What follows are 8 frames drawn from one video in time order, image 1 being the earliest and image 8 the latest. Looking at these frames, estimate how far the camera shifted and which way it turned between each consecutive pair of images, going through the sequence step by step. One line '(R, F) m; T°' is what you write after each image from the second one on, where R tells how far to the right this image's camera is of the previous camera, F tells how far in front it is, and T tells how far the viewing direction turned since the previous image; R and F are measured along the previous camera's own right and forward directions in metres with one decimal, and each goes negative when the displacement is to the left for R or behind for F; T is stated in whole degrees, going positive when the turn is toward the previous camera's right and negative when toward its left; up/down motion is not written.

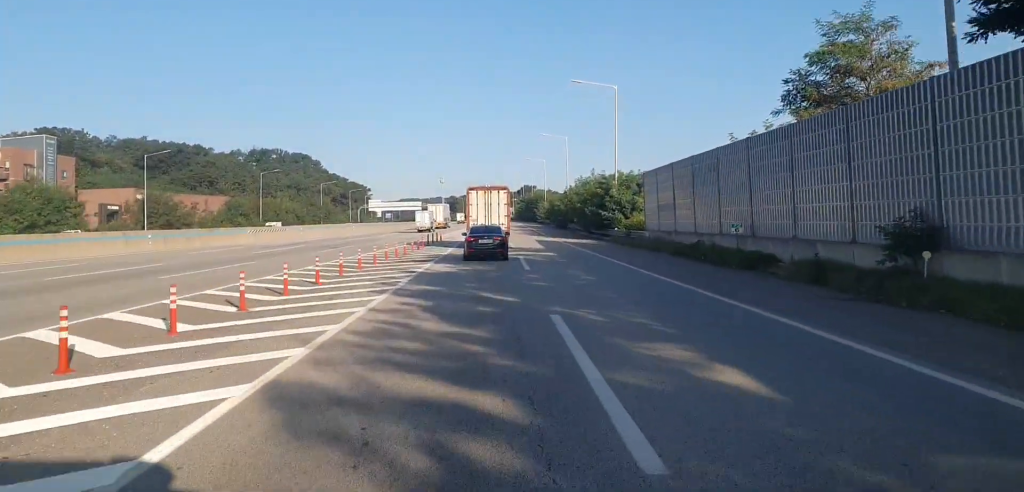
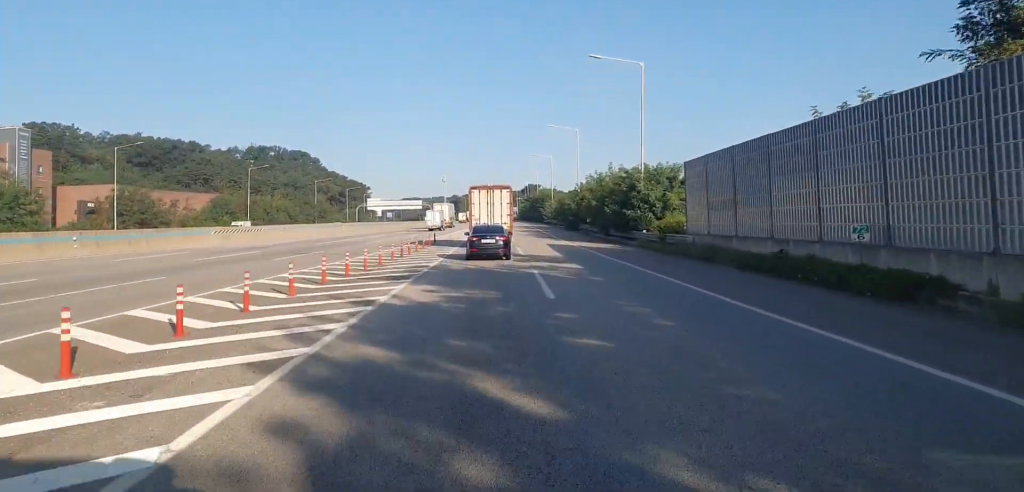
(-0.3, +9.5) m; 0°
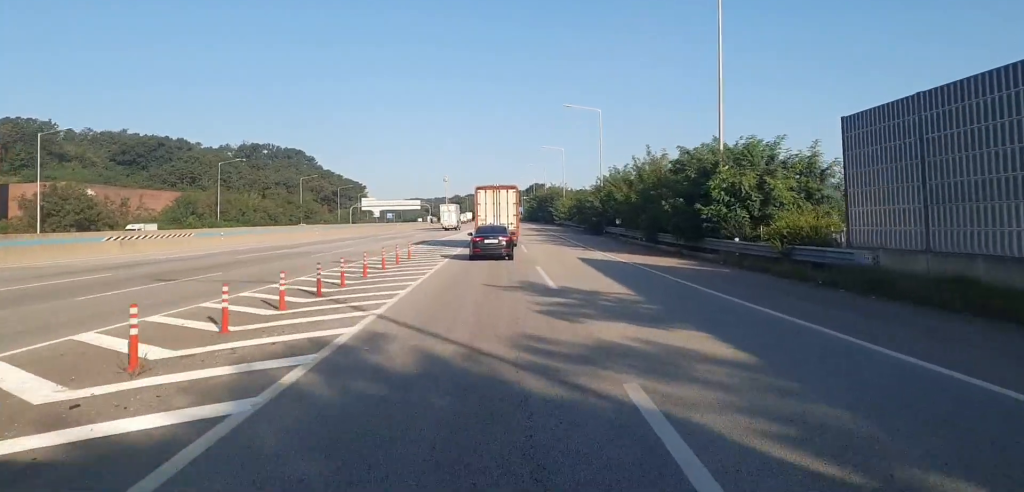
(+0.6, +17.2) m; +1°
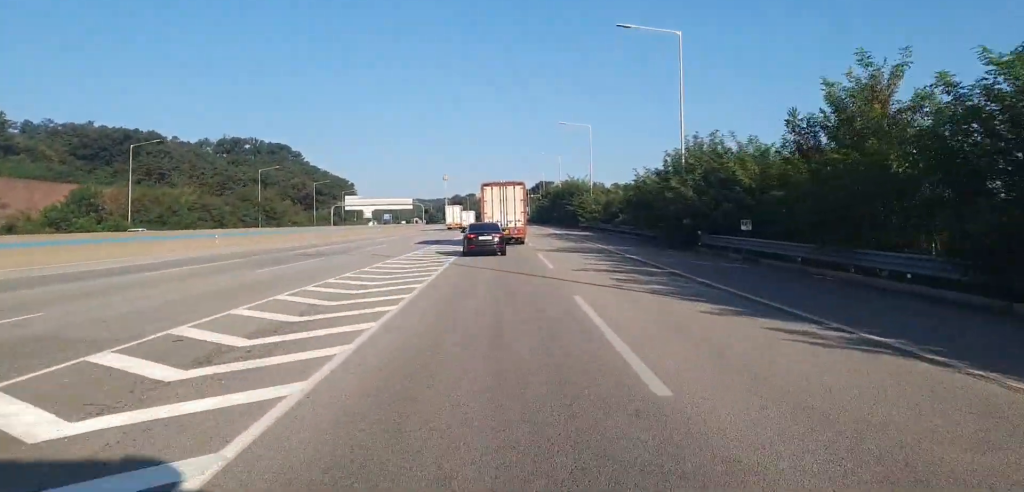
(0.0, +31.6) m; -1°
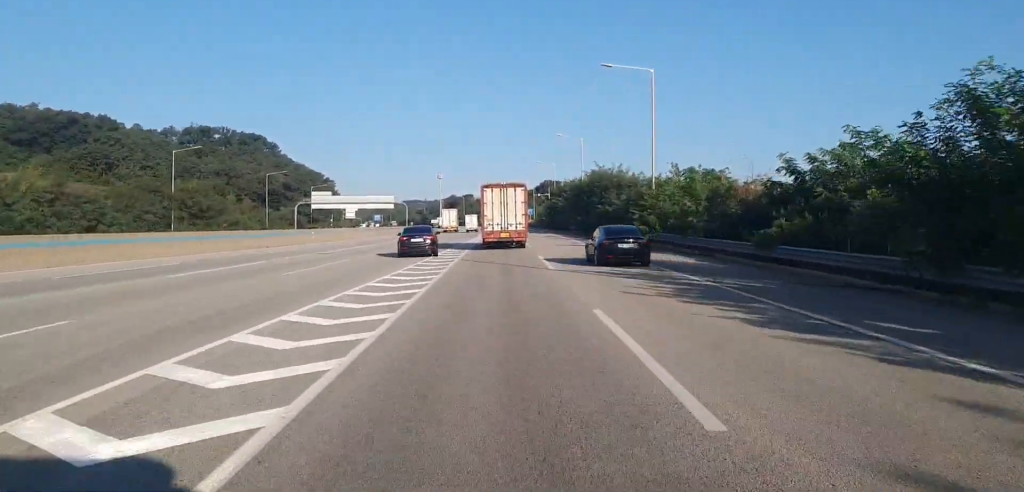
(-0.5, +36.4) m; +1°
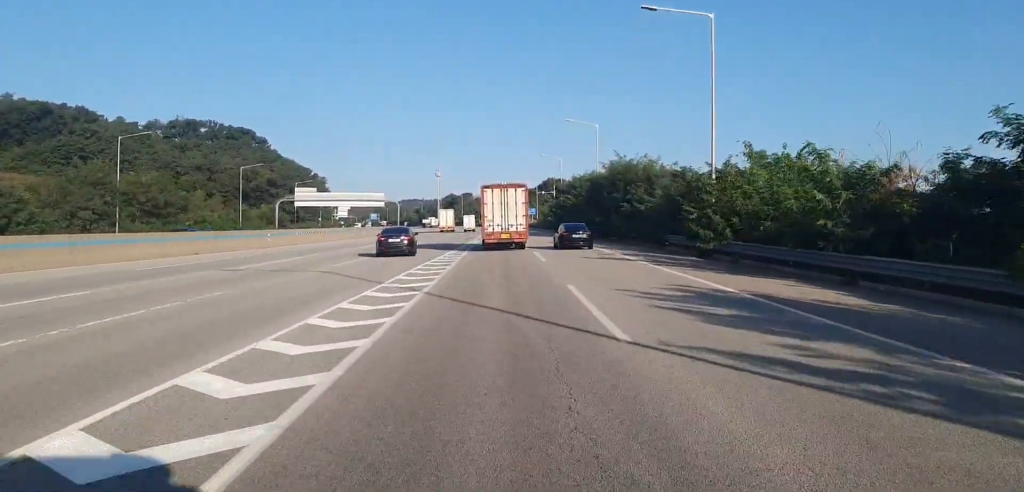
(0.0, +15.0) m; +1°
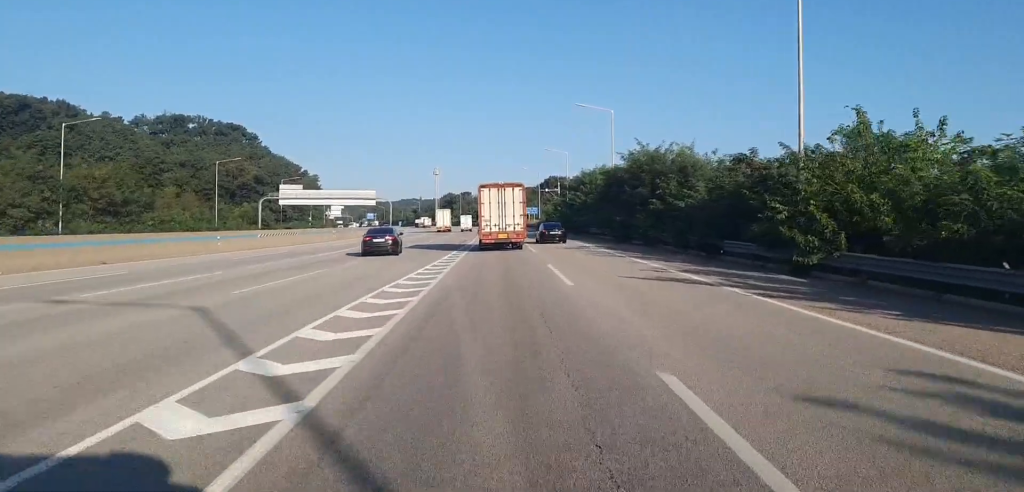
(+0.1, +11.4) m; 0°
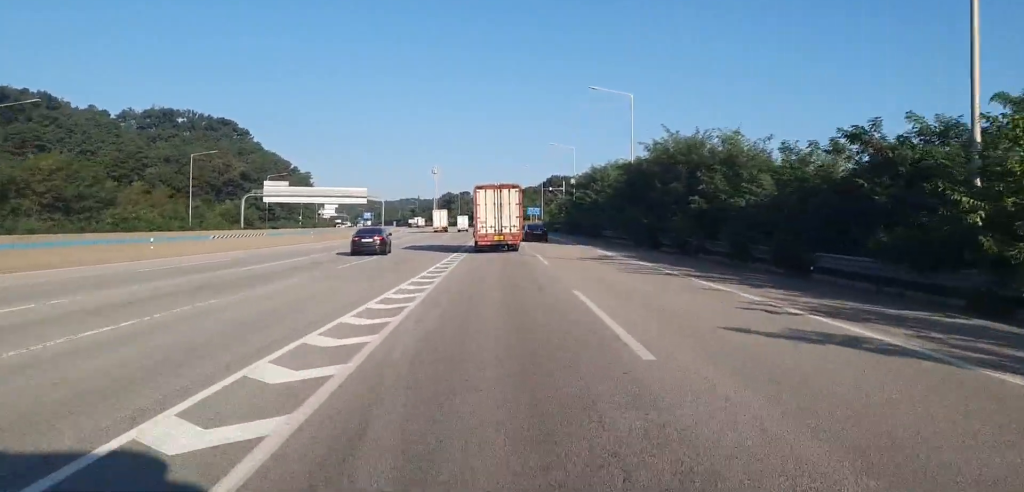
(+0.1, +10.1) m; 0°
